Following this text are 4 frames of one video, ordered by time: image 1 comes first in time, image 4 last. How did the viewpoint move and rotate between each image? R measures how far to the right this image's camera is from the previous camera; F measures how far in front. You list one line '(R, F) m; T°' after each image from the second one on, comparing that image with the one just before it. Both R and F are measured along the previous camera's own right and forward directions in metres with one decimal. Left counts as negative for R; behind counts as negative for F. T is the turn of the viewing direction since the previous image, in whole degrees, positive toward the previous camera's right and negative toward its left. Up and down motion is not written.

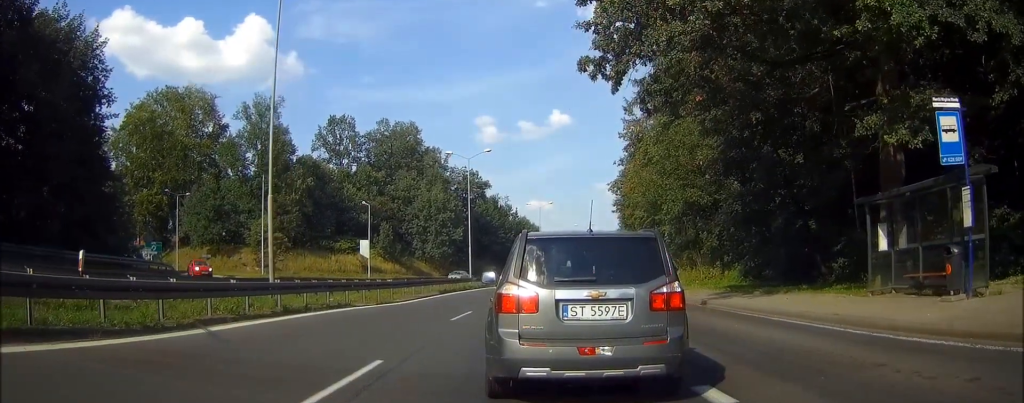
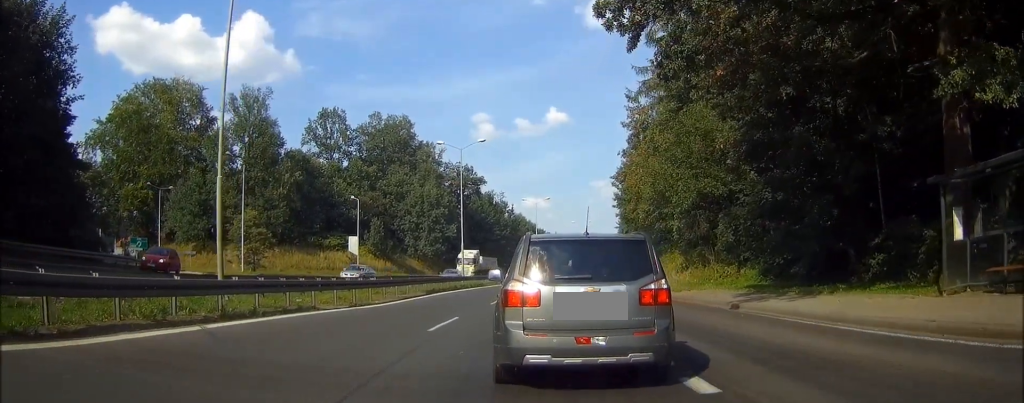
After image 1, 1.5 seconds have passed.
(+0.1, +3.8) m; +1°
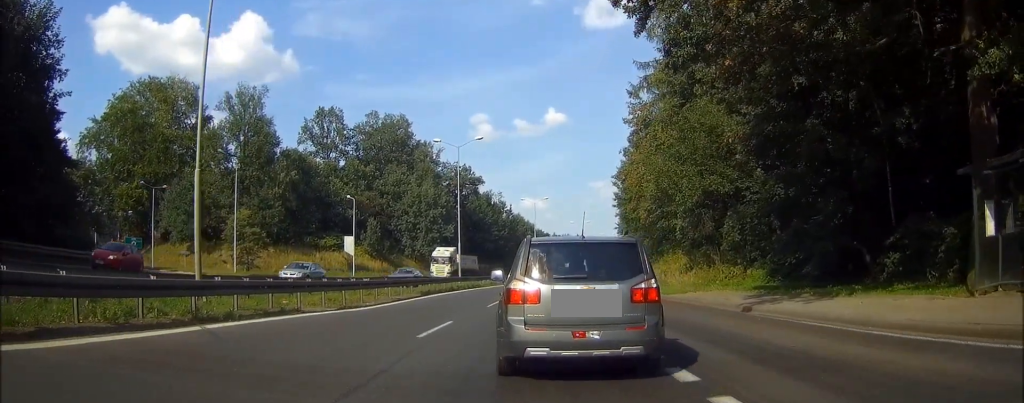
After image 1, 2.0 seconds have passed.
(0.0, +1.5) m; 0°
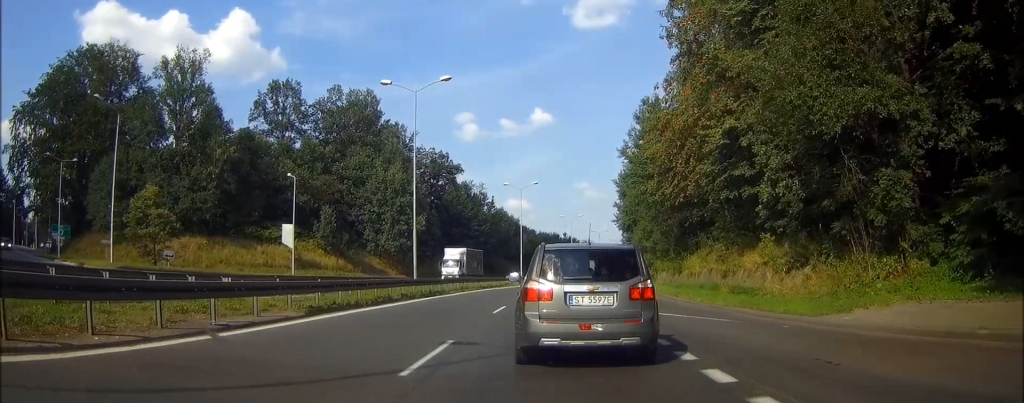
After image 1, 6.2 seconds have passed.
(+0.1, +17.1) m; 0°
